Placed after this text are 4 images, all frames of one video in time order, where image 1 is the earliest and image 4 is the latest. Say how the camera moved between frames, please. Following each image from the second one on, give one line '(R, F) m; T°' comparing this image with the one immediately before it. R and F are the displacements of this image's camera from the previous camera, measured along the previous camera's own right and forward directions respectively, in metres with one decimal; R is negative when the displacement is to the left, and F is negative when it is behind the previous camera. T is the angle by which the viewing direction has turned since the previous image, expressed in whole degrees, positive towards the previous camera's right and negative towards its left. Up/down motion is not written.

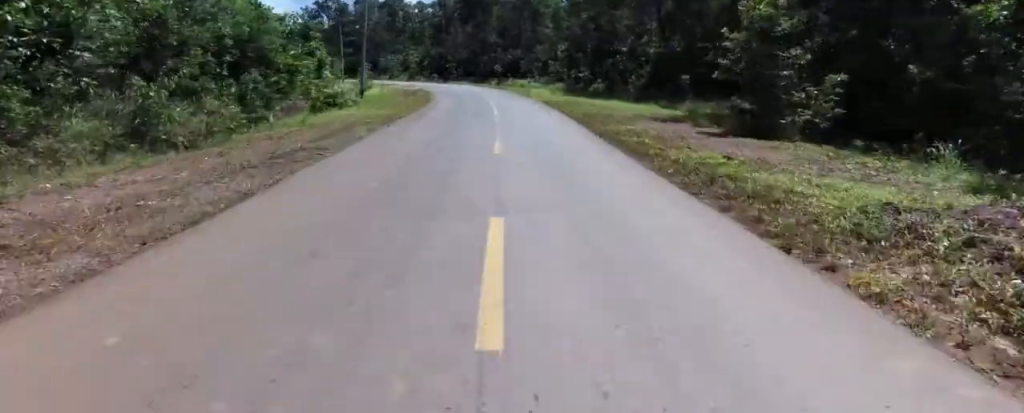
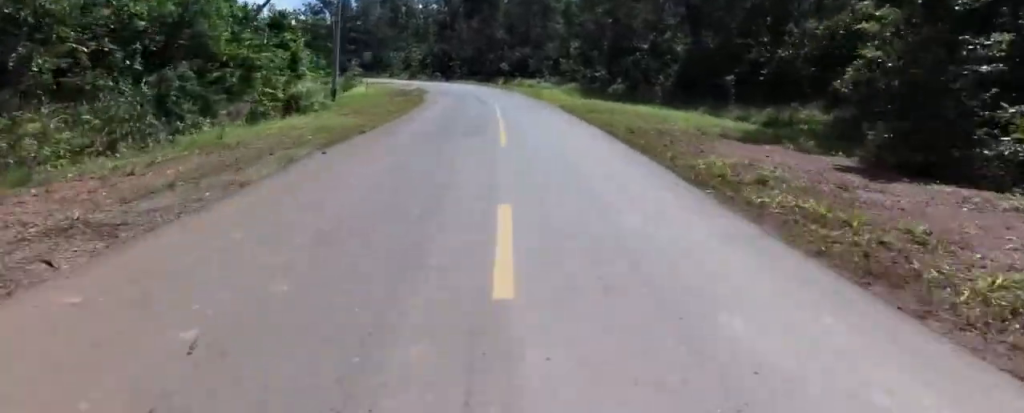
(+0.3, +7.2) m; 0°
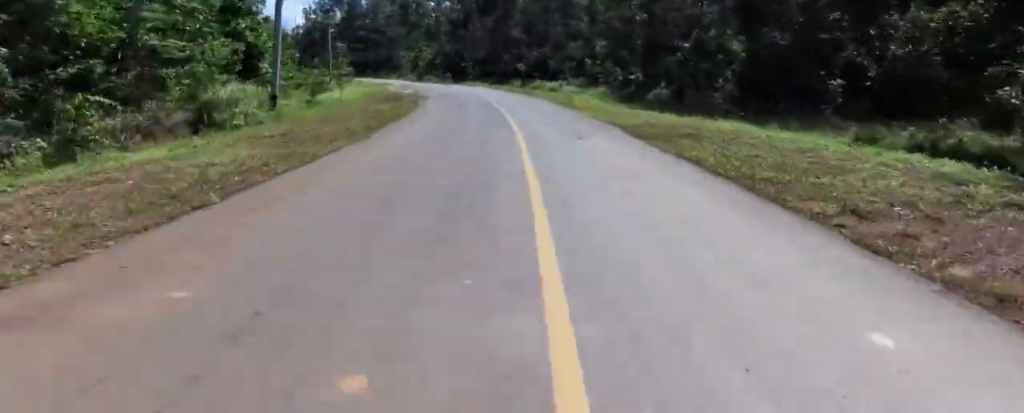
(+0.5, +9.4) m; 0°
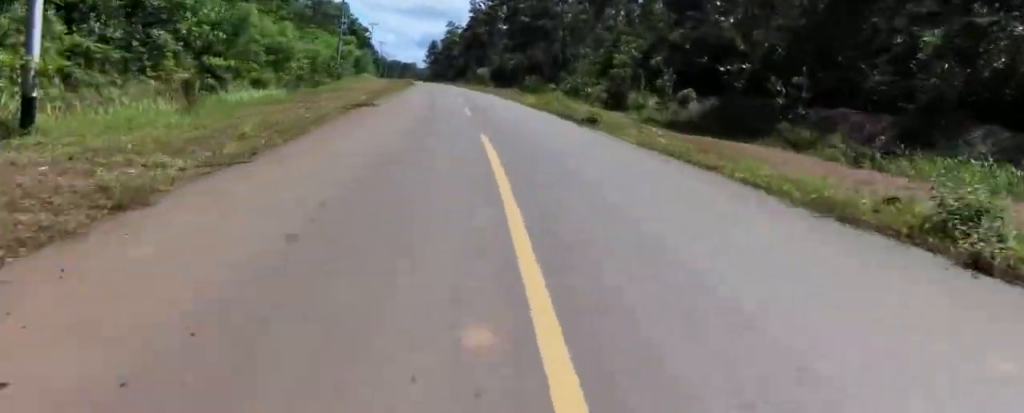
(-9.4, +60.8) m; -21°
